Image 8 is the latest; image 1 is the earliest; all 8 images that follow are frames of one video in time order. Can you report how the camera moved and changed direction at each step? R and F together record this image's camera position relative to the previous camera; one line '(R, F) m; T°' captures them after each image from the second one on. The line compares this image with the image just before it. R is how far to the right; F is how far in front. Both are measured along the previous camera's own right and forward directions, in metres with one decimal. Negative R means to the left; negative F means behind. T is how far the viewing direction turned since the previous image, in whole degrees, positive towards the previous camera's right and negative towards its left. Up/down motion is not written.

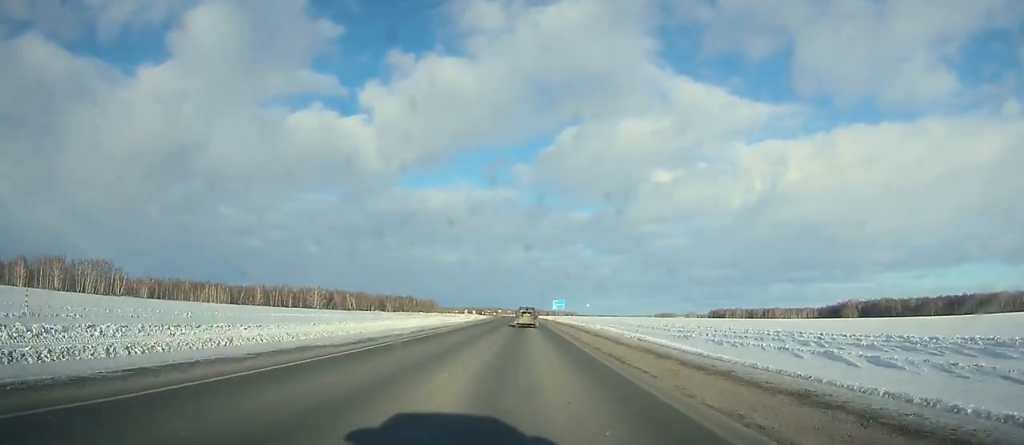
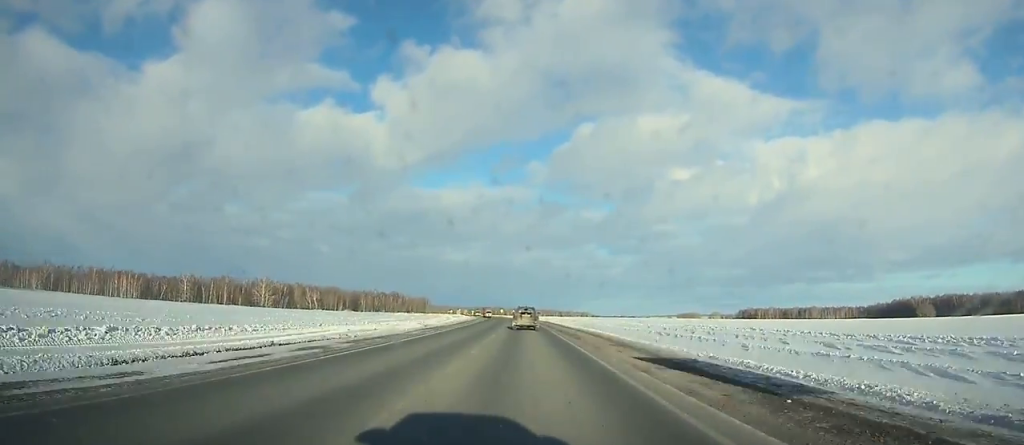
(0.0, +109.9) m; -1°
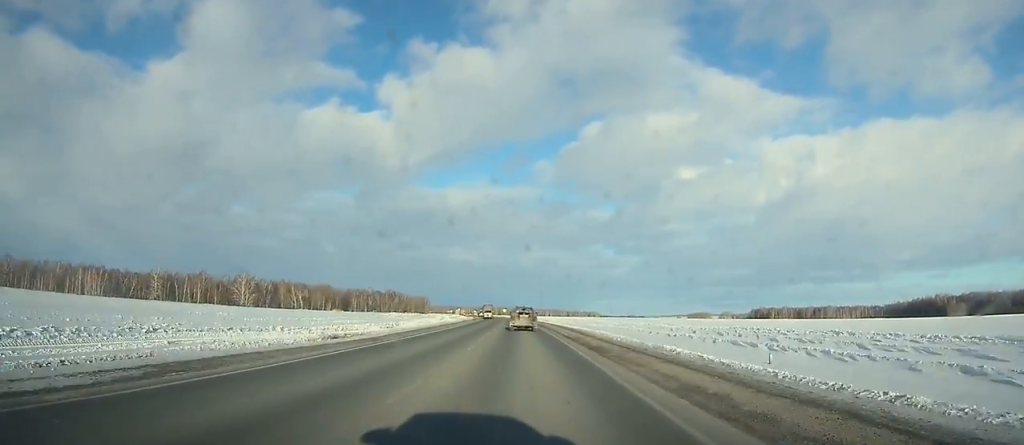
(-0.1, +33.5) m; -1°
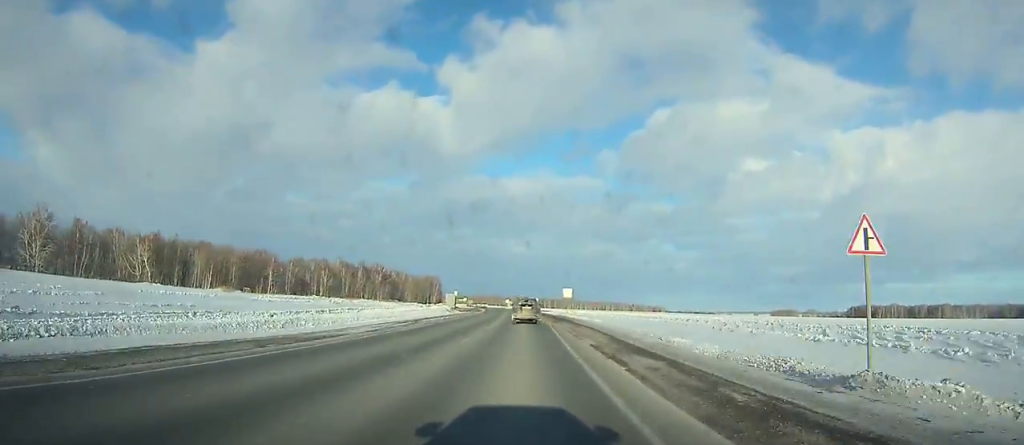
(-8.0, +182.1) m; -5°
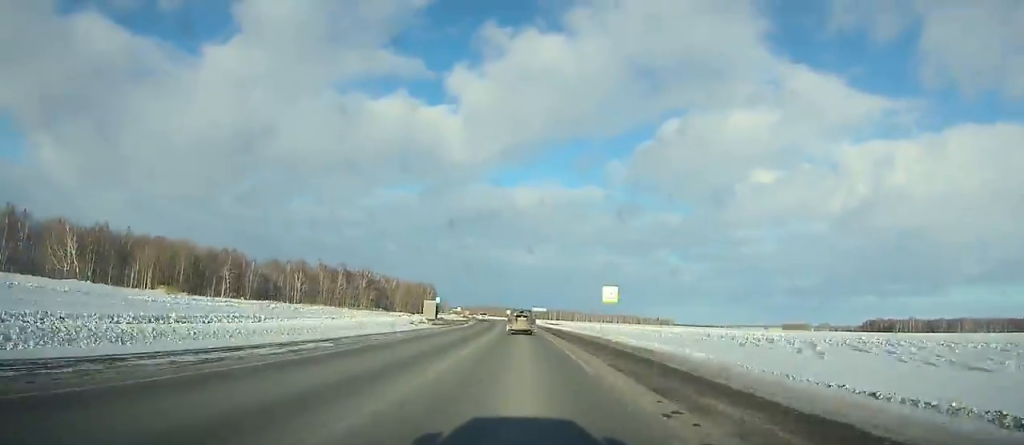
(0.0, +32.7) m; -1°
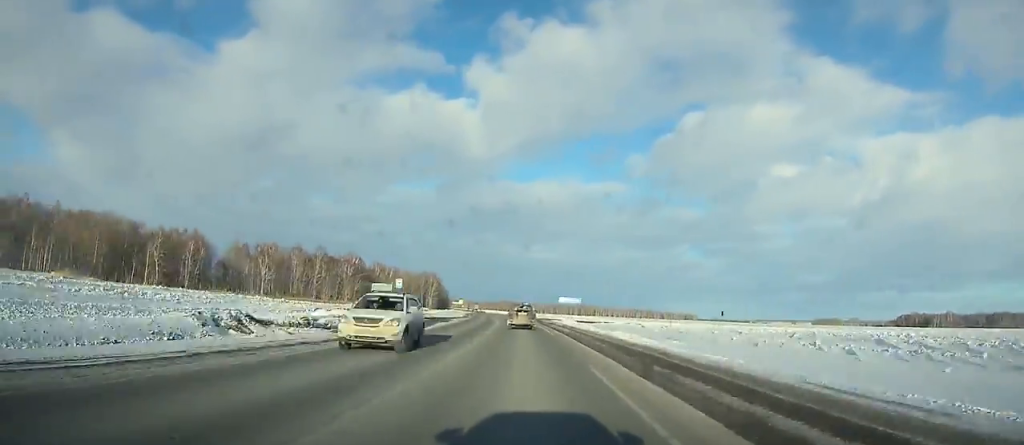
(-0.7, +43.3) m; -1°
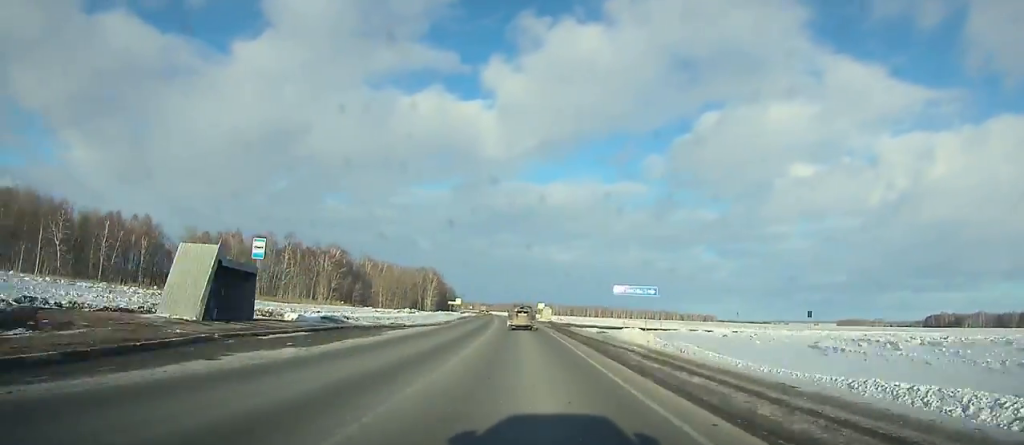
(-0.2, +35.1) m; -1°
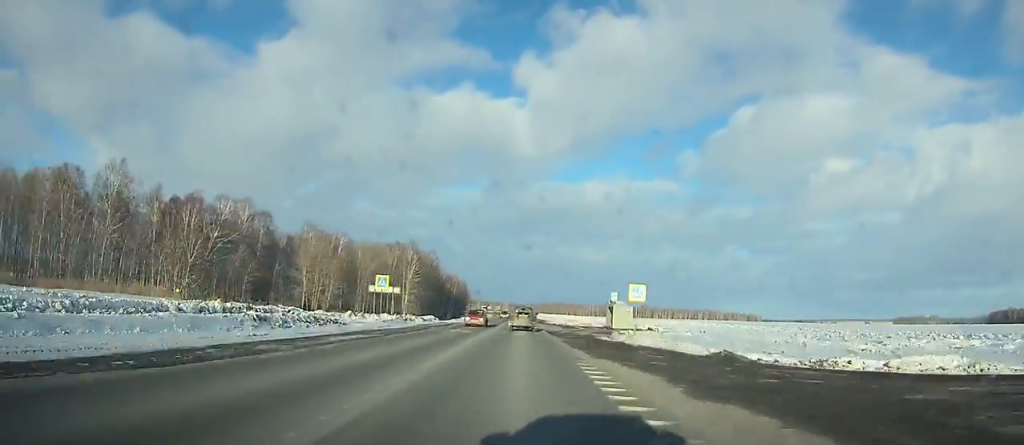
(-1.9, +77.5) m; -2°
